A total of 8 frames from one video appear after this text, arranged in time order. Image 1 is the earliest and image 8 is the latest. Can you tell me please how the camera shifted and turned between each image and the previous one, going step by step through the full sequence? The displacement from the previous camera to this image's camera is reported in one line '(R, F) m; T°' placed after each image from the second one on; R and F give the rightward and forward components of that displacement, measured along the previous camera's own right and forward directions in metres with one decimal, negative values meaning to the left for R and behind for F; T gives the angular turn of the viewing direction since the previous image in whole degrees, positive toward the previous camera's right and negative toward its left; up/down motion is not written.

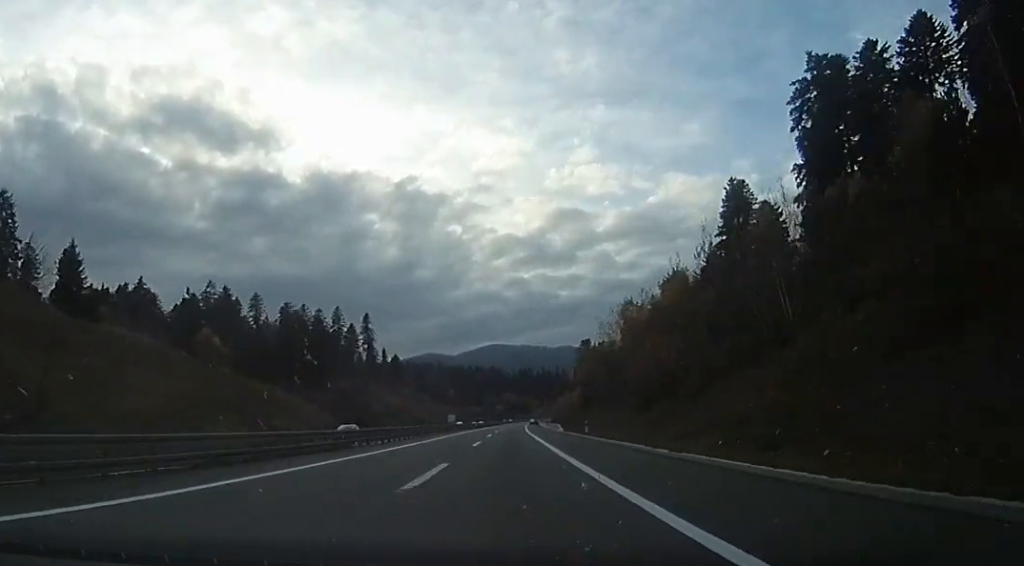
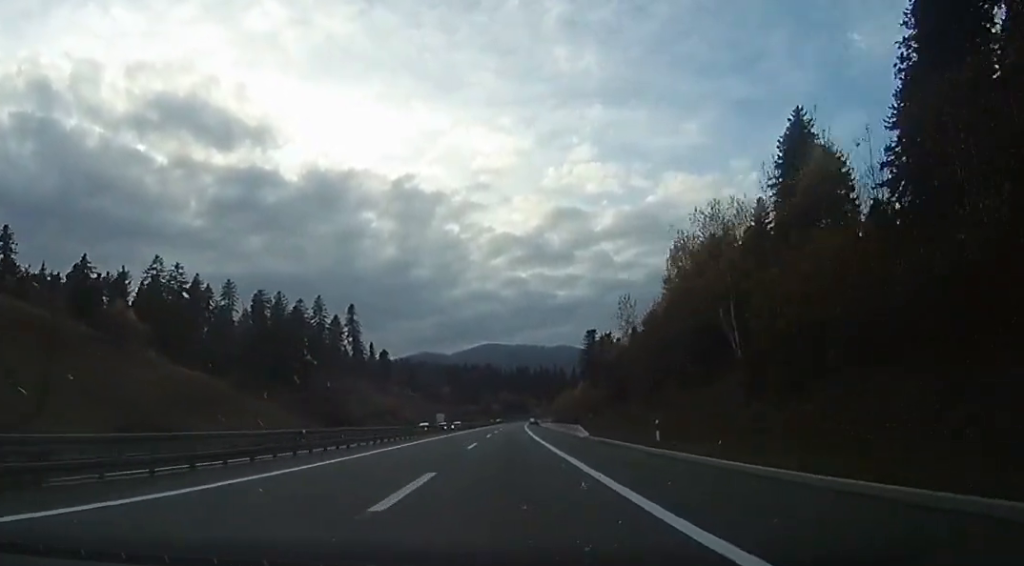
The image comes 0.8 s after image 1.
(-0.2, +22.6) m; +3°
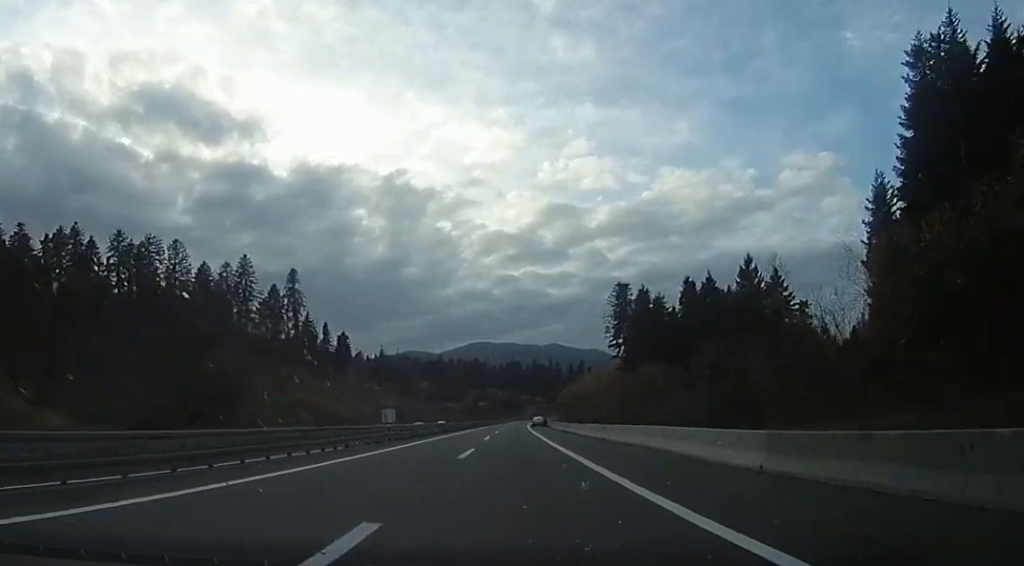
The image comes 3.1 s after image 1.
(+0.4, +65.8) m; 0°
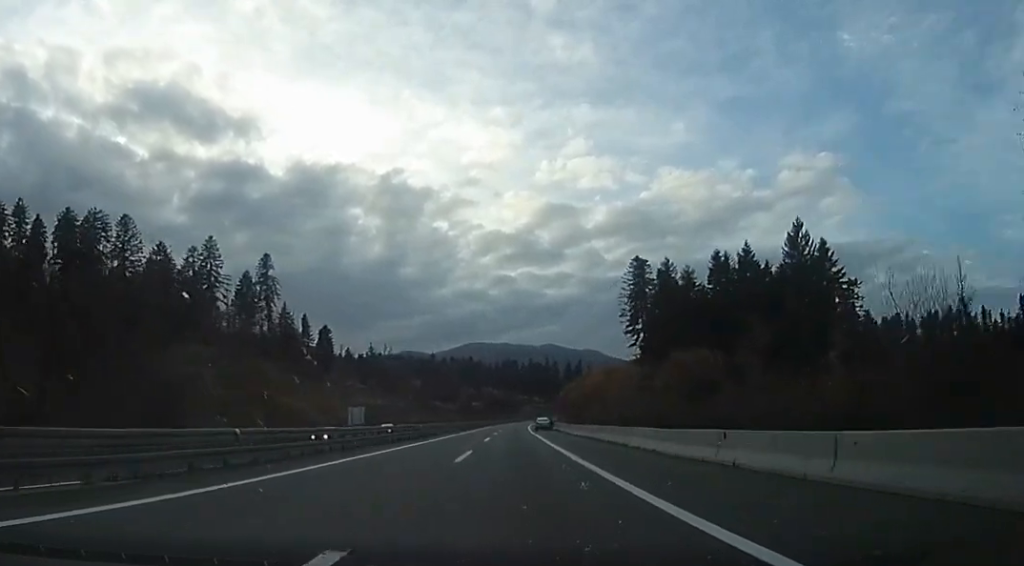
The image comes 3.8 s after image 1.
(+1.1, +20.9) m; 0°
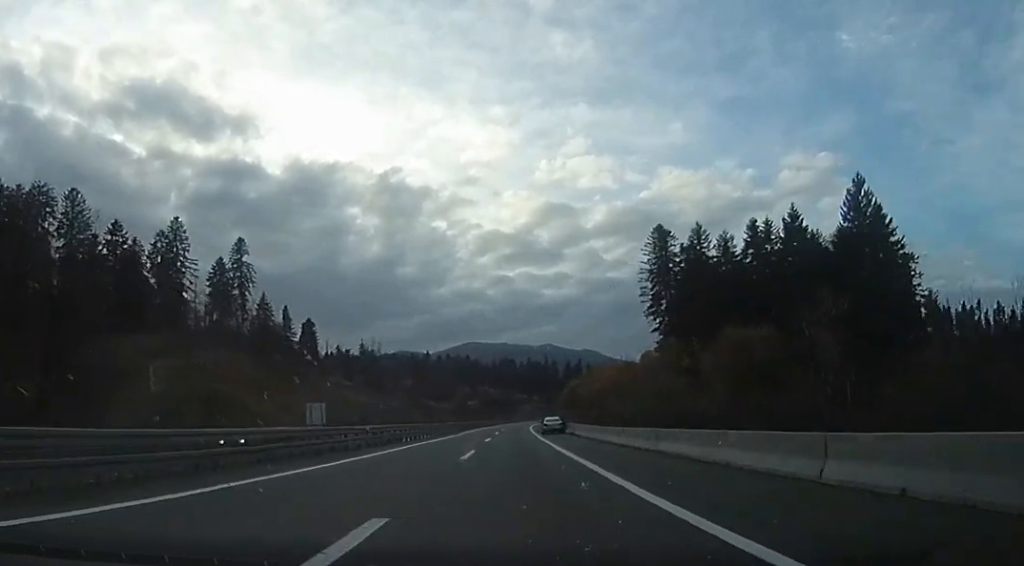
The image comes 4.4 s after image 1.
(-0.9, +17.5) m; 0°
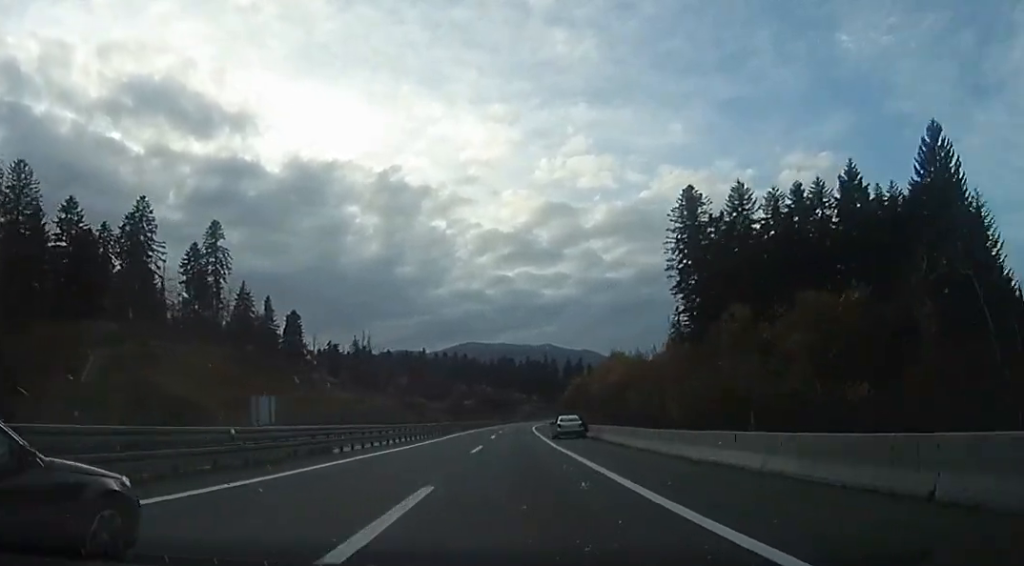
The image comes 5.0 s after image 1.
(-0.3, +15.1) m; +1°
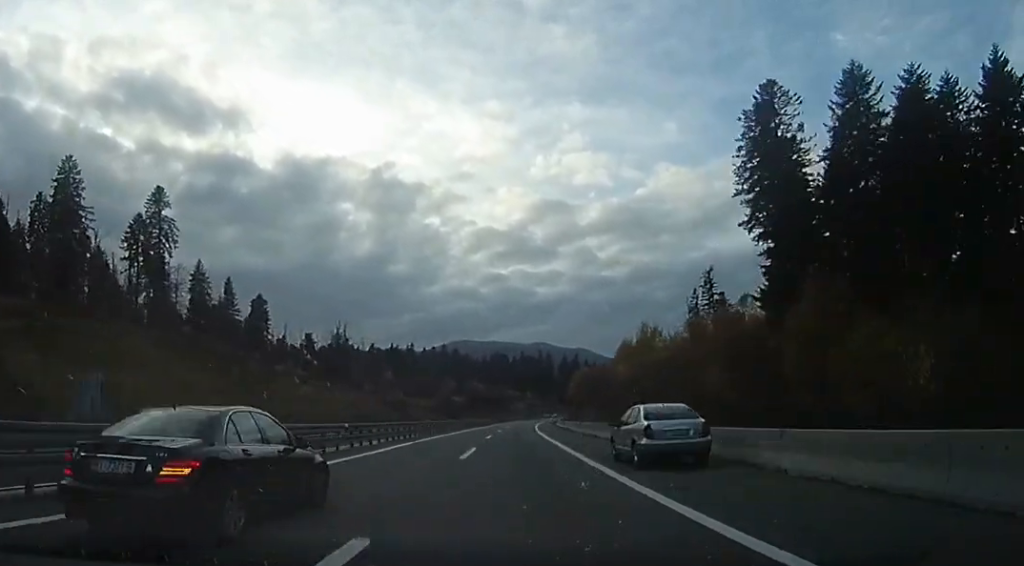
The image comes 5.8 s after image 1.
(+1.1, +24.6) m; +3°
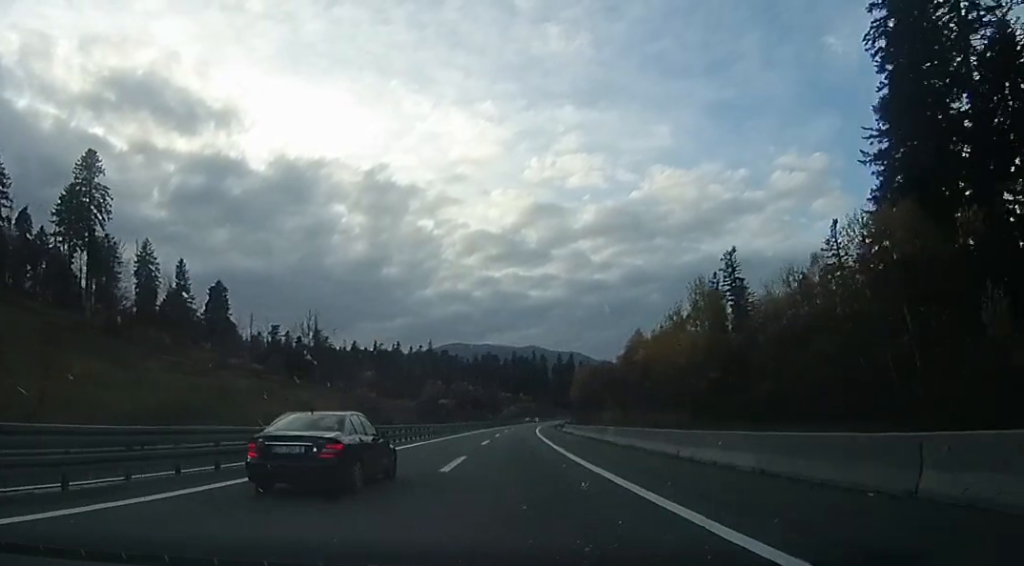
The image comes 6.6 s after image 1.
(0.0, +22.8) m; 0°
